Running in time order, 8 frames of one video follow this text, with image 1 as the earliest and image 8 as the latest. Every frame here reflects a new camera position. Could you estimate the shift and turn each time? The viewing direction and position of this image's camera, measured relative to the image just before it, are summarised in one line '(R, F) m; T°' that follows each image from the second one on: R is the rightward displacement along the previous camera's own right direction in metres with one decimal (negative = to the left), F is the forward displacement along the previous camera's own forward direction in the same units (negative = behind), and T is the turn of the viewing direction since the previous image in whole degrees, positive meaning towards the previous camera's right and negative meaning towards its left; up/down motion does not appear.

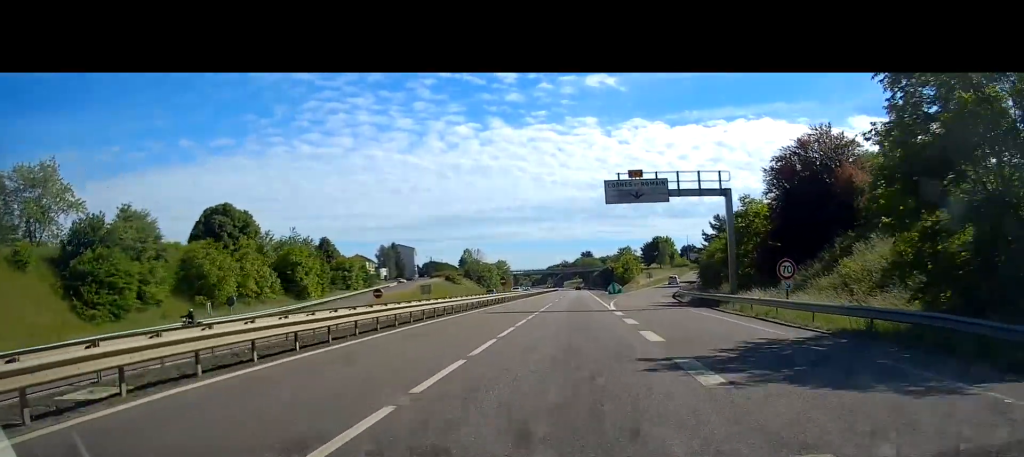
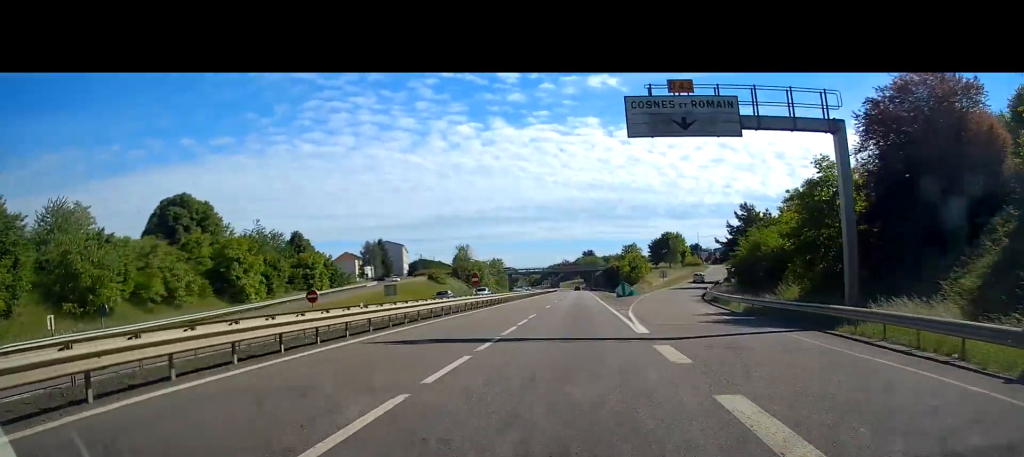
(0.0, +16.6) m; 0°
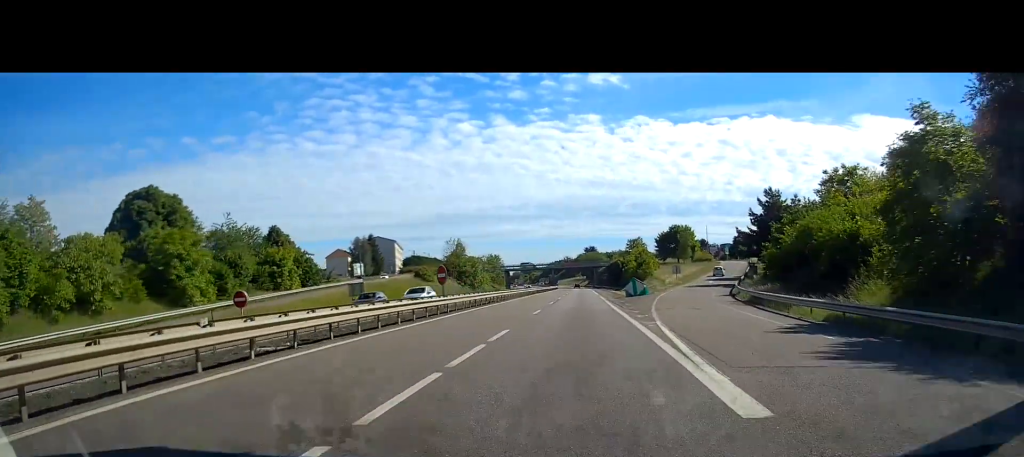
(0.0, +11.3) m; 0°
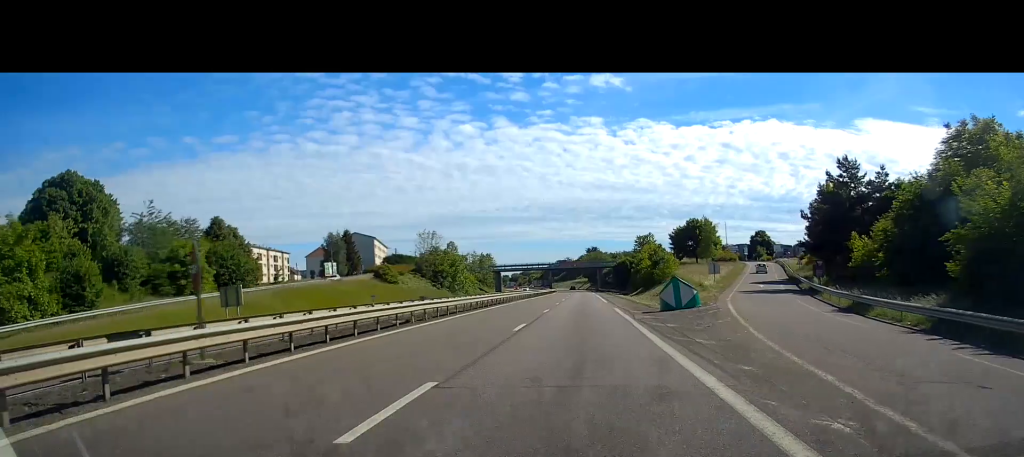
(-0.1, +22.7) m; 0°
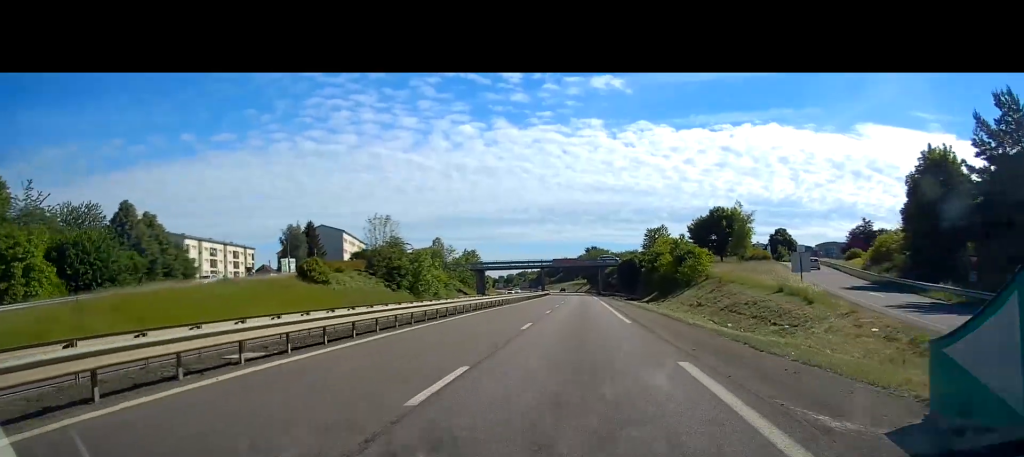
(-0.1, +24.3) m; 0°
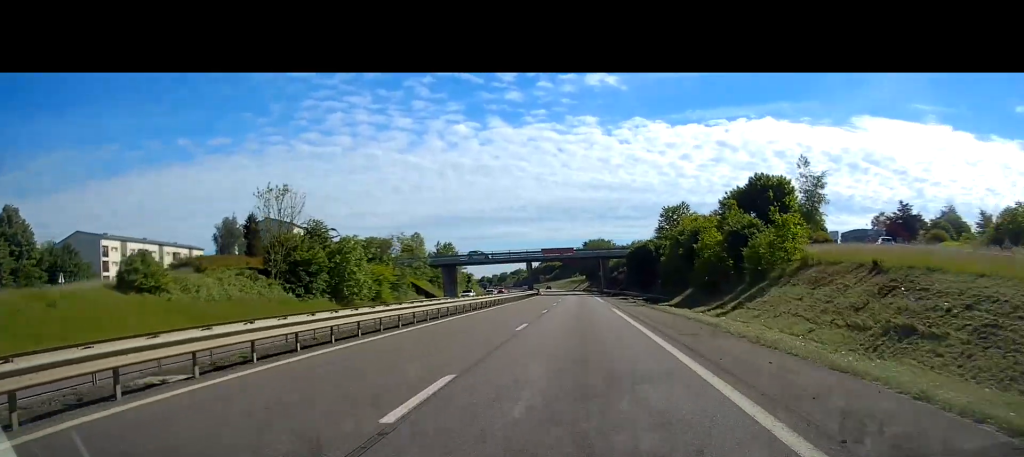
(+0.3, +27.6) m; +1°
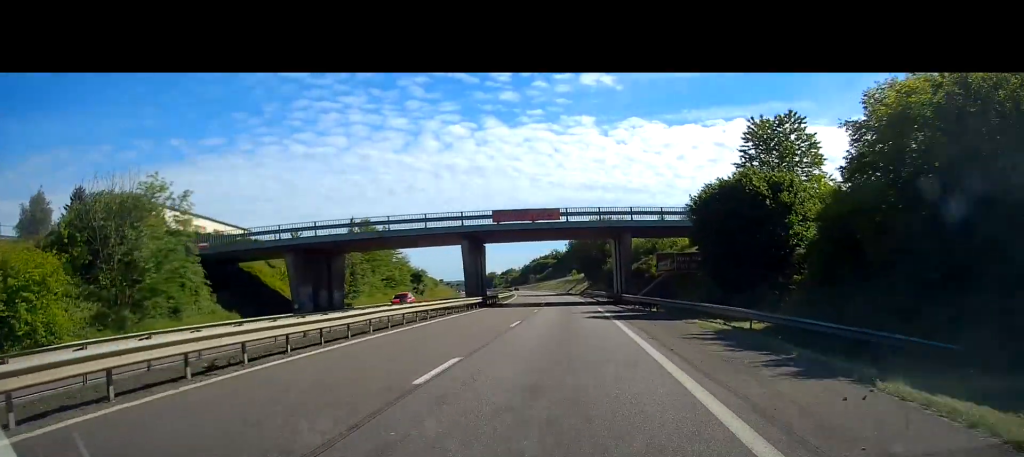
(-0.6, +50.5) m; -2°
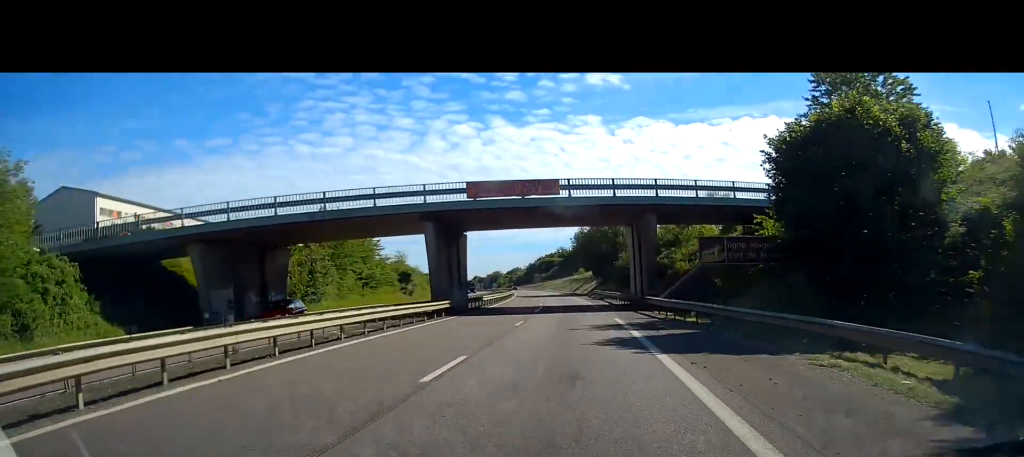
(0.0, +13.0) m; -1°
